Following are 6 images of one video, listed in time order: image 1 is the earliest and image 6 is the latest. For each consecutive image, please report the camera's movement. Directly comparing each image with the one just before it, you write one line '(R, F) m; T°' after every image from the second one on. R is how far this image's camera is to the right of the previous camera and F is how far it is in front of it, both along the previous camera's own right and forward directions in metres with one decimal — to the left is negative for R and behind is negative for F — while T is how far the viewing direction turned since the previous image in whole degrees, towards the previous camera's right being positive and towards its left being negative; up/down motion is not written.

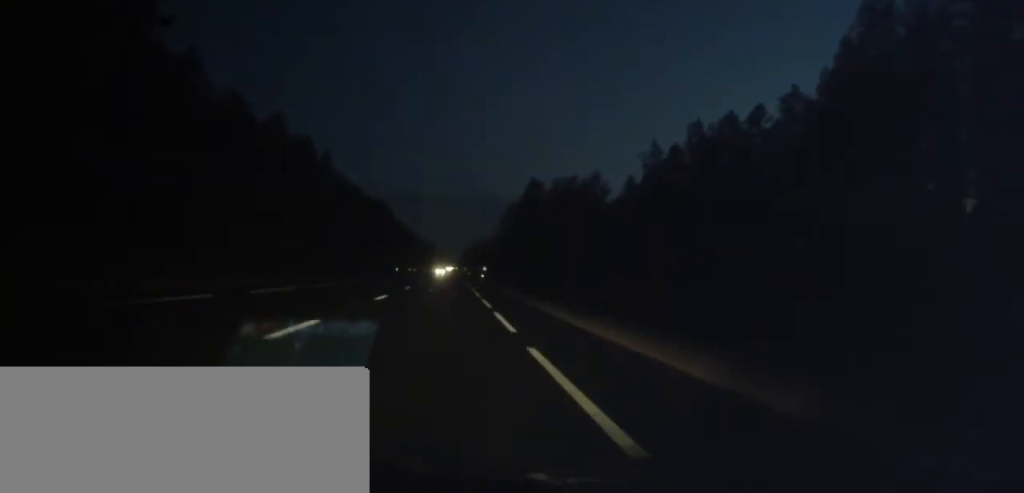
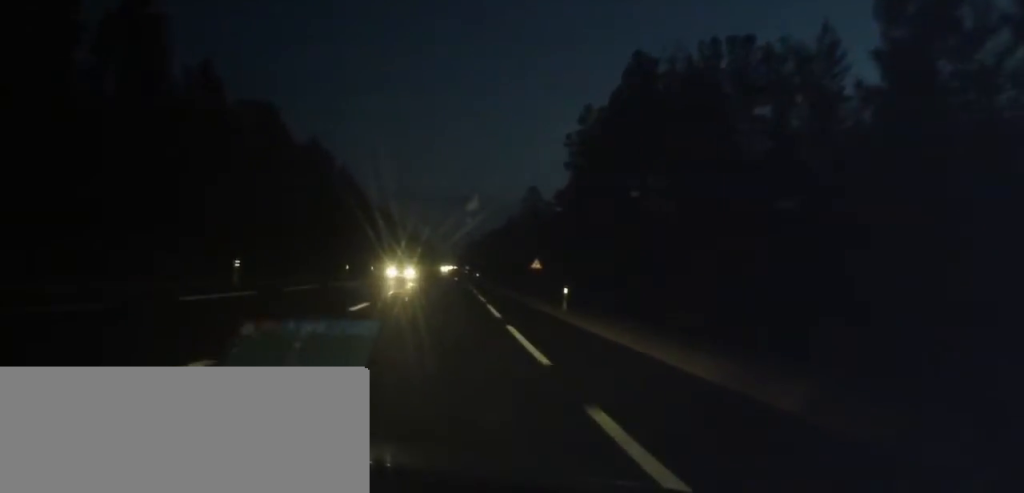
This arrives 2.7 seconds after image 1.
(0.0, +77.6) m; +1°
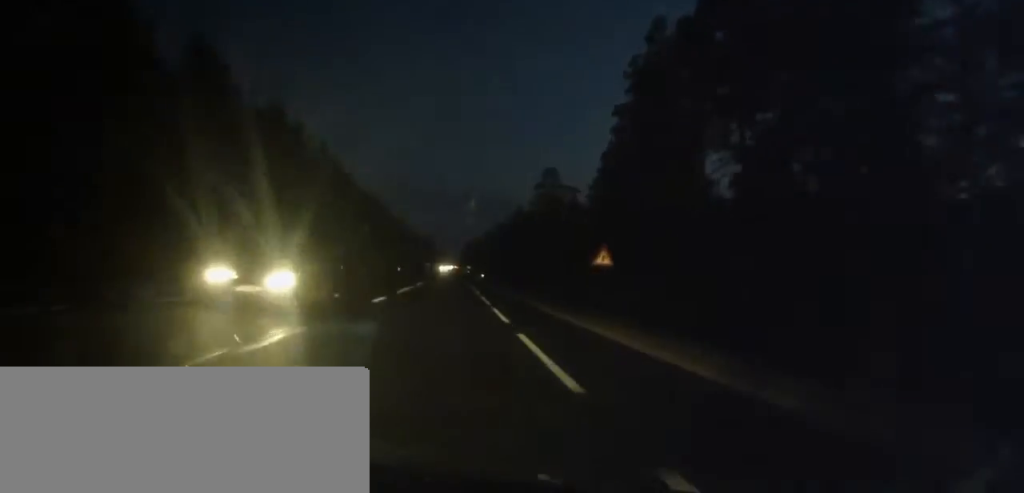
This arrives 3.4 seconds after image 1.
(0.0, +20.3) m; 0°
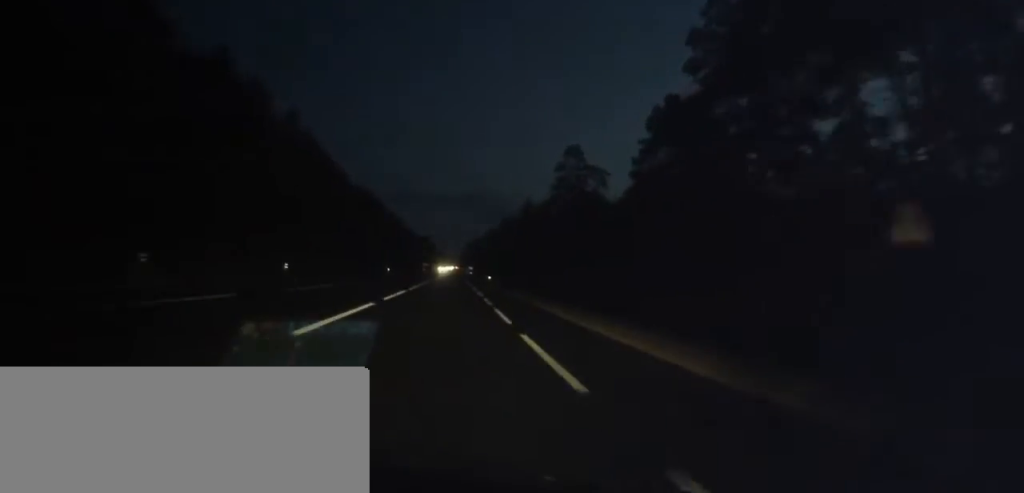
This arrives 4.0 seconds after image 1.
(0.0, +18.3) m; 0°
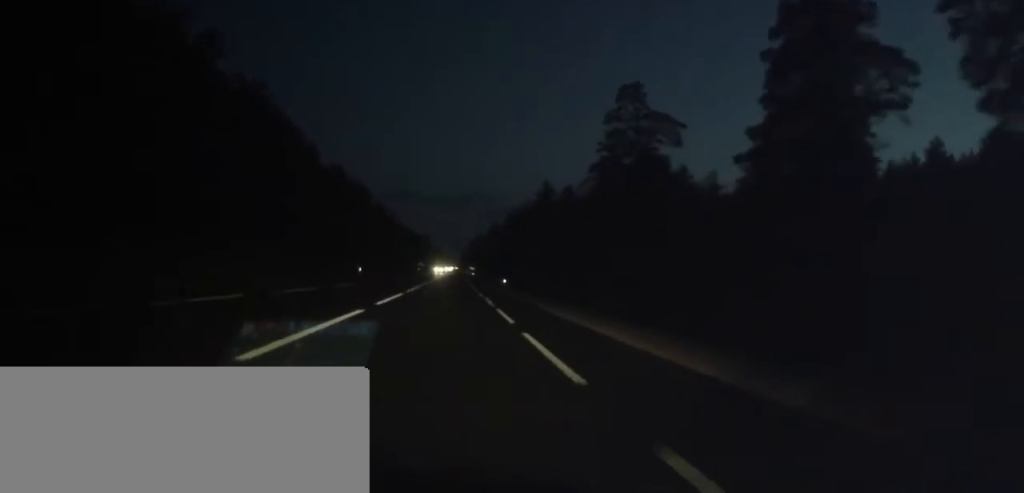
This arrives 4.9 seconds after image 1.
(-0.3, +26.7) m; 0°
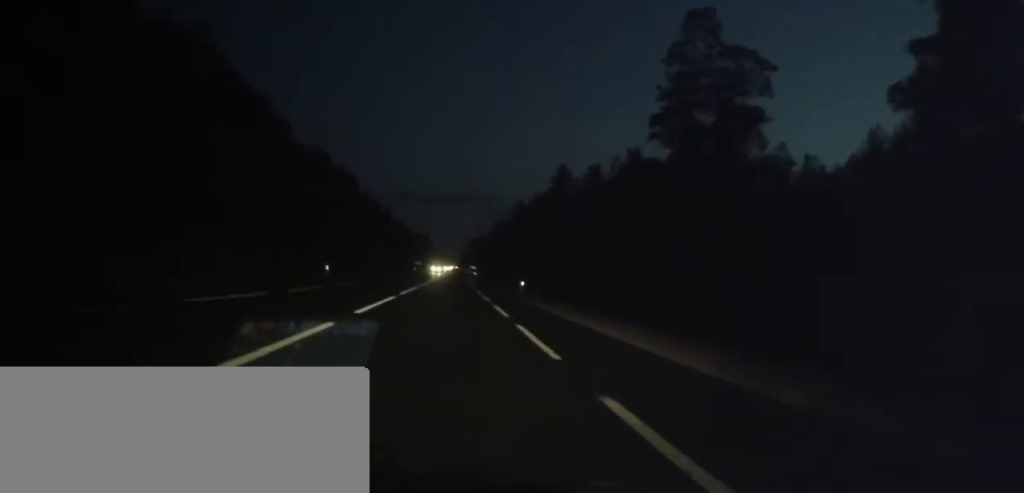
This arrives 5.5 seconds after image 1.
(+0.3, +16.1) m; 0°
